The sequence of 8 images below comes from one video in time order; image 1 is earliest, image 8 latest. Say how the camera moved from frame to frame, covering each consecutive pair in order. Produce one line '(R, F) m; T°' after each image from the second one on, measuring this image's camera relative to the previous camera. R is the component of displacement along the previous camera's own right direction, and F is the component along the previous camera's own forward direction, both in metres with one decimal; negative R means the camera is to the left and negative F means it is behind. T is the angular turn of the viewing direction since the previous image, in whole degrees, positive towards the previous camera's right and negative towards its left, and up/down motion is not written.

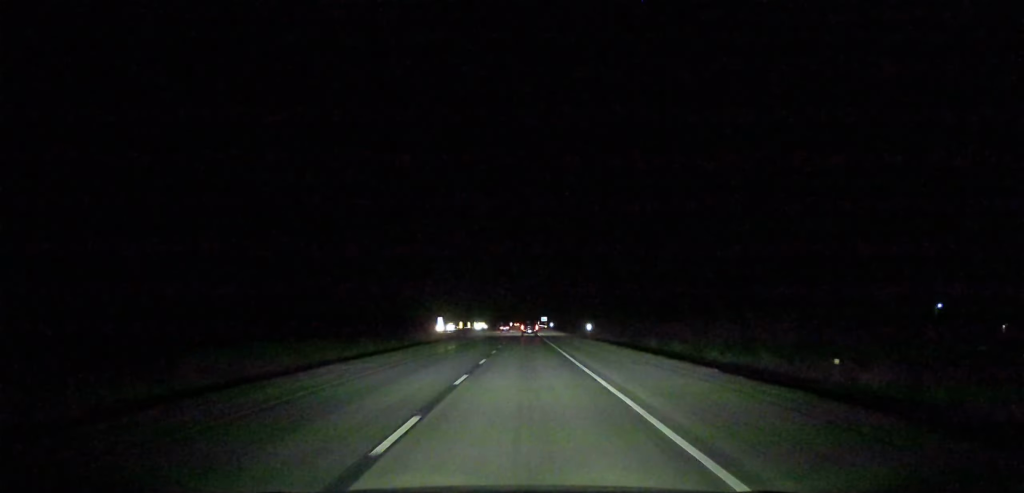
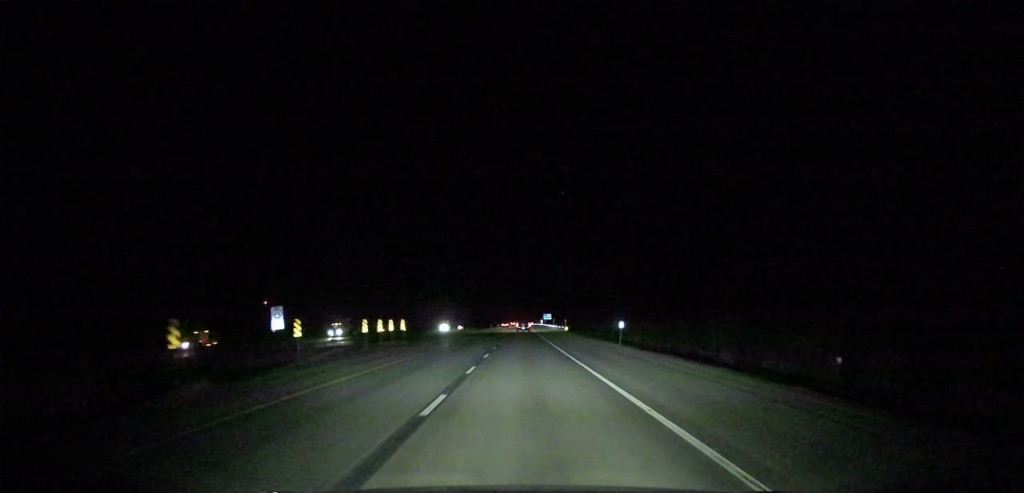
(+0.1, +119.3) m; 0°
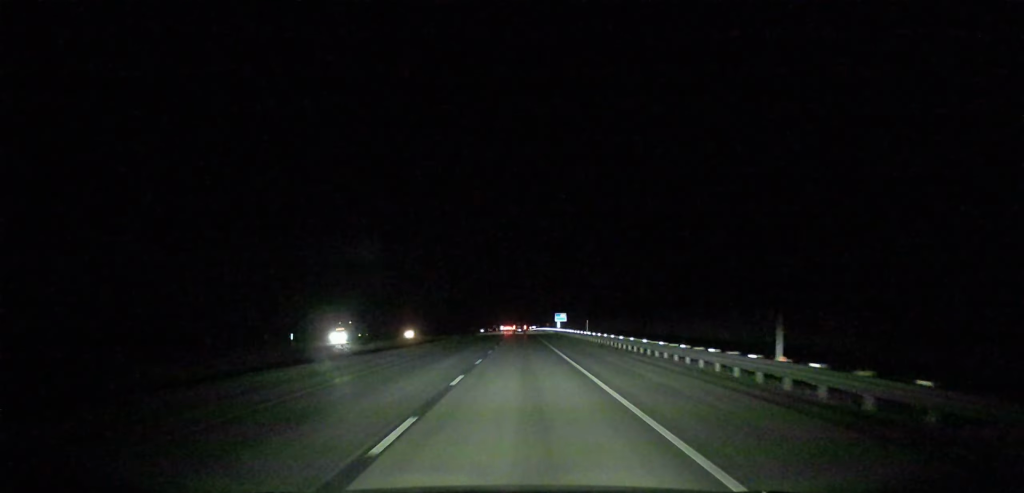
(-0.2, +109.2) m; 0°
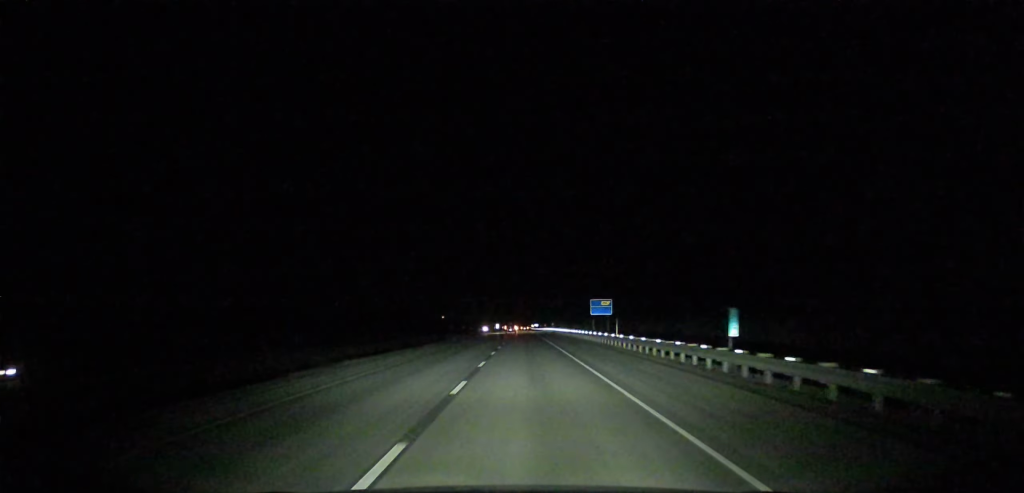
(0.0, +108.8) m; 0°
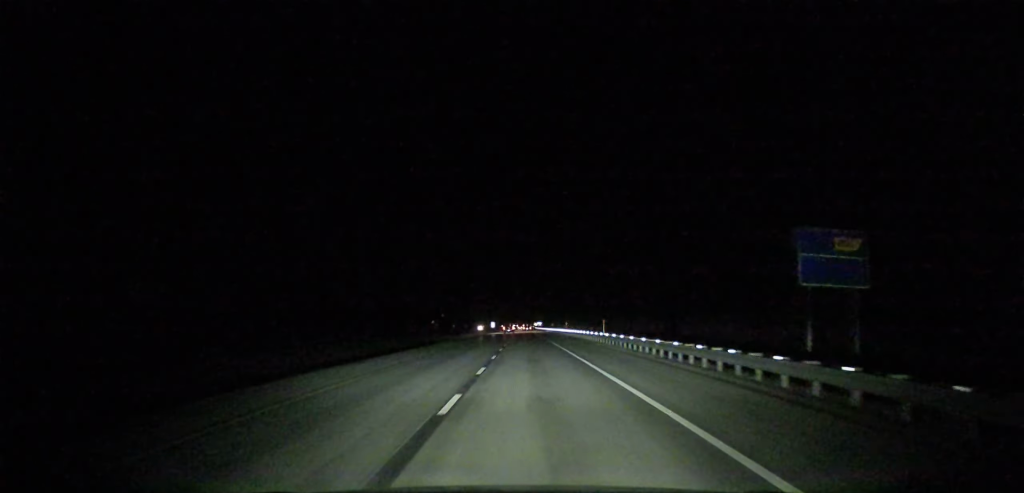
(+0.2, +82.8) m; 0°
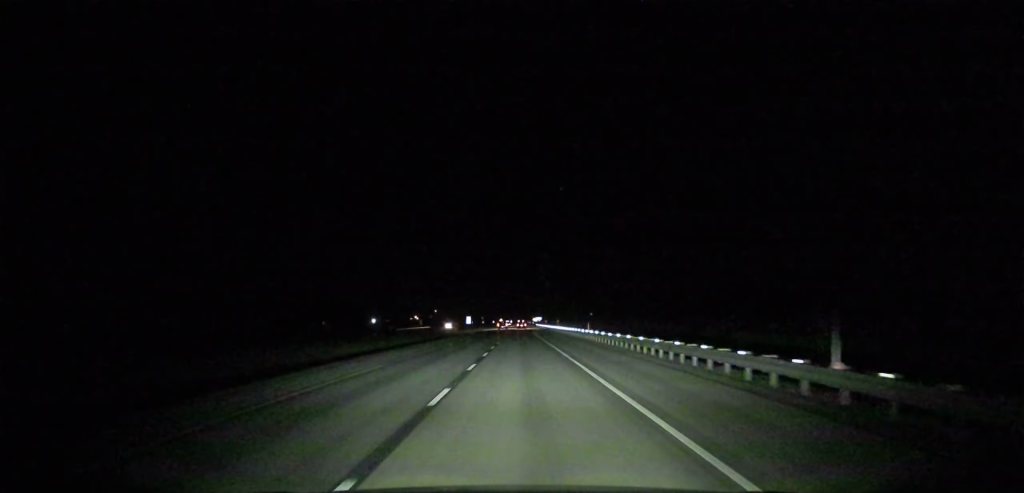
(-0.2, +130.4) m; 0°
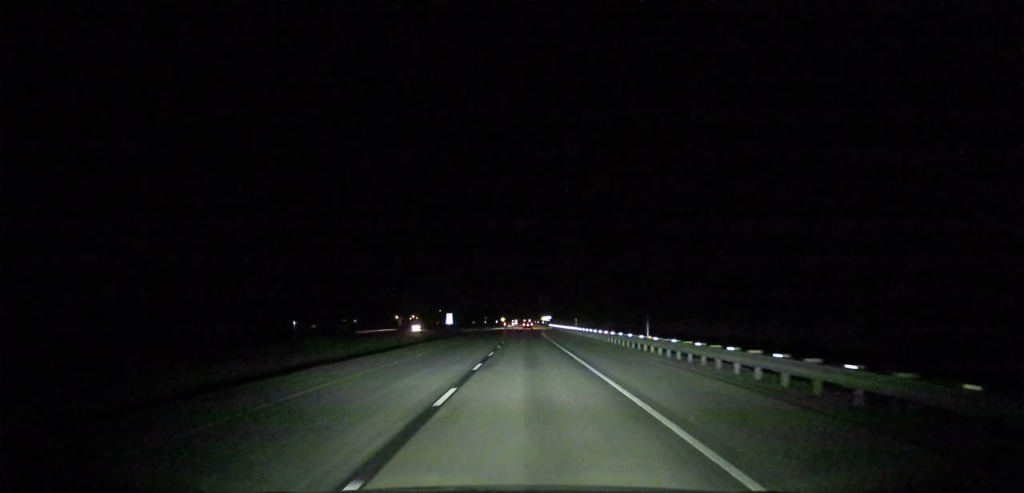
(-0.1, +70.8) m; 0°
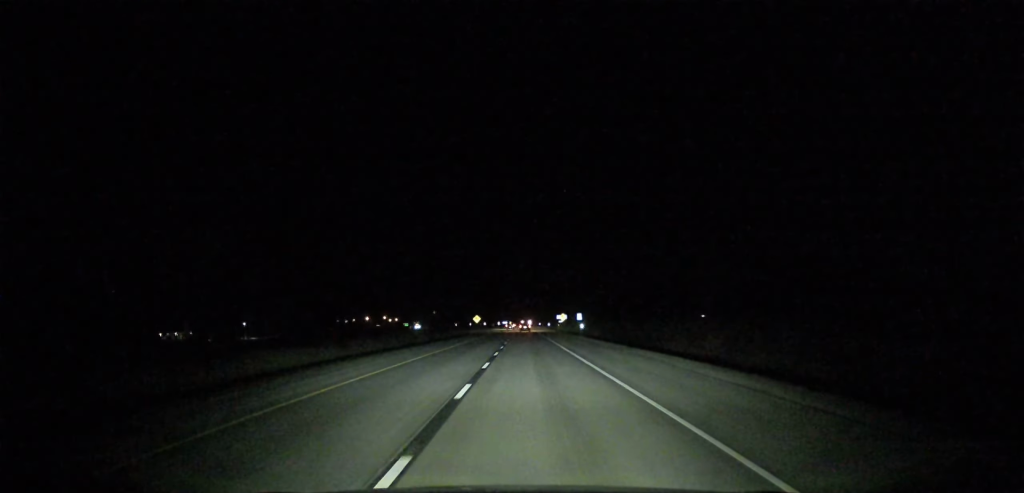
(+0.1, +166.6) m; 0°
